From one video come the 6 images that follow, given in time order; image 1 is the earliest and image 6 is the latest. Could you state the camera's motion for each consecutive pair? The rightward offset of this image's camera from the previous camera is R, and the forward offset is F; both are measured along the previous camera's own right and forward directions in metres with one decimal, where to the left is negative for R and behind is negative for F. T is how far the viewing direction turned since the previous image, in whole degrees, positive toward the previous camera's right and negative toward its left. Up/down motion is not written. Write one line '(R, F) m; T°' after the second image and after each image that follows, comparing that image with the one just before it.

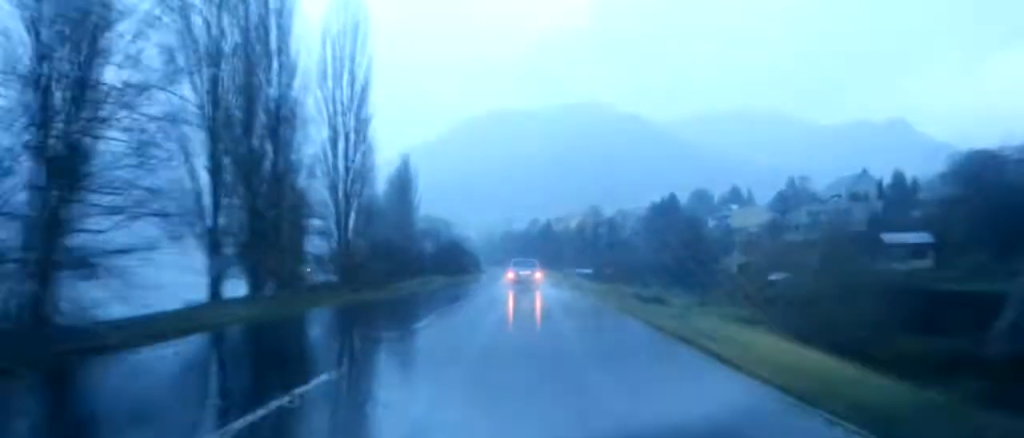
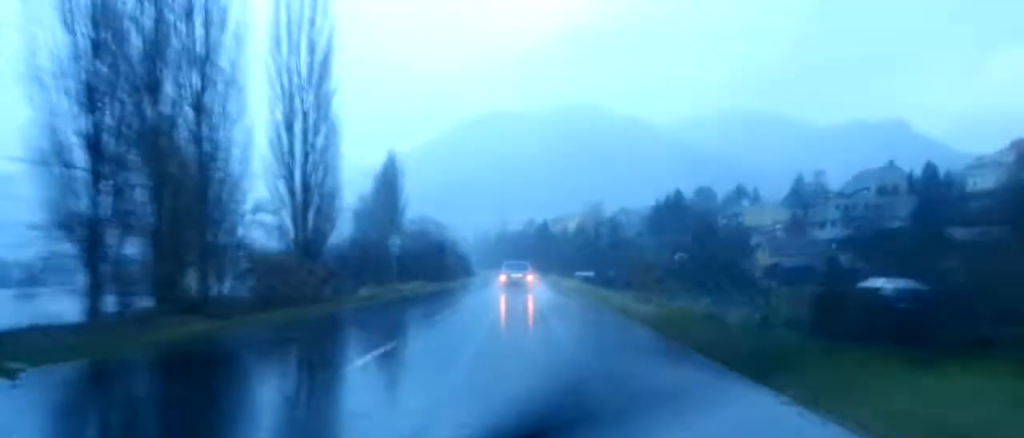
(+0.1, +14.0) m; 0°
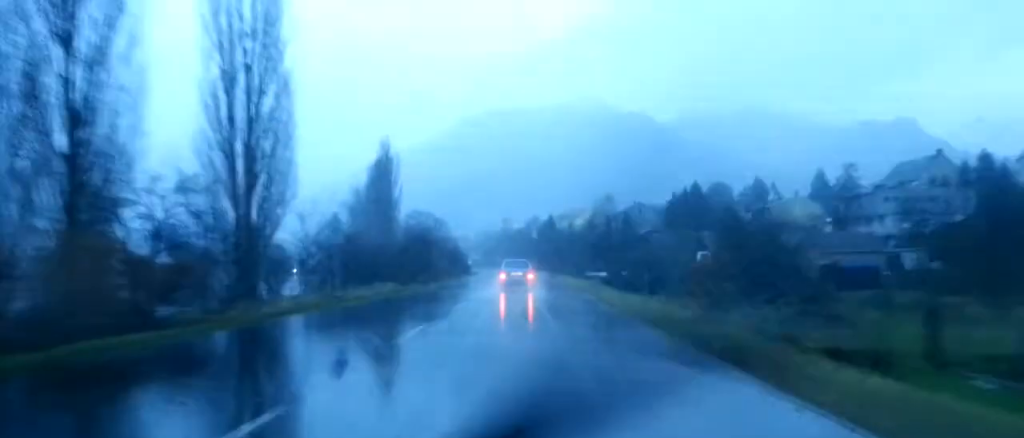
(0.0, +15.2) m; -1°
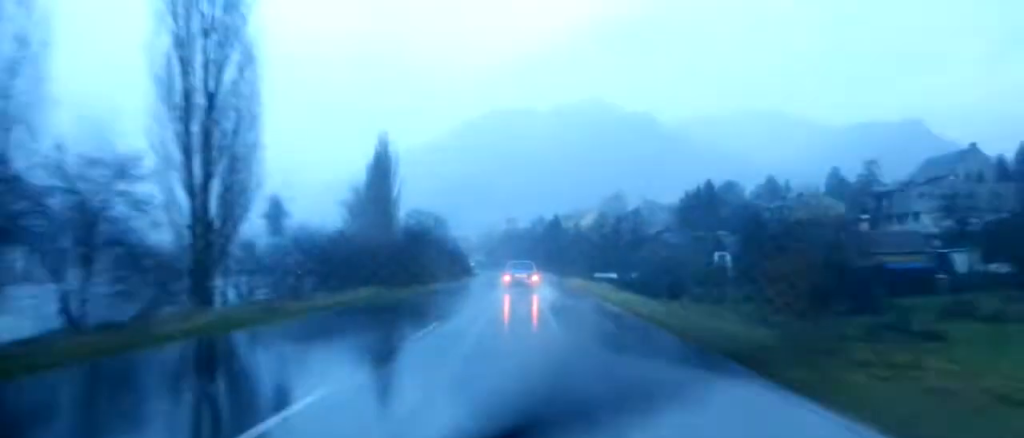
(-0.1, +8.2) m; 0°
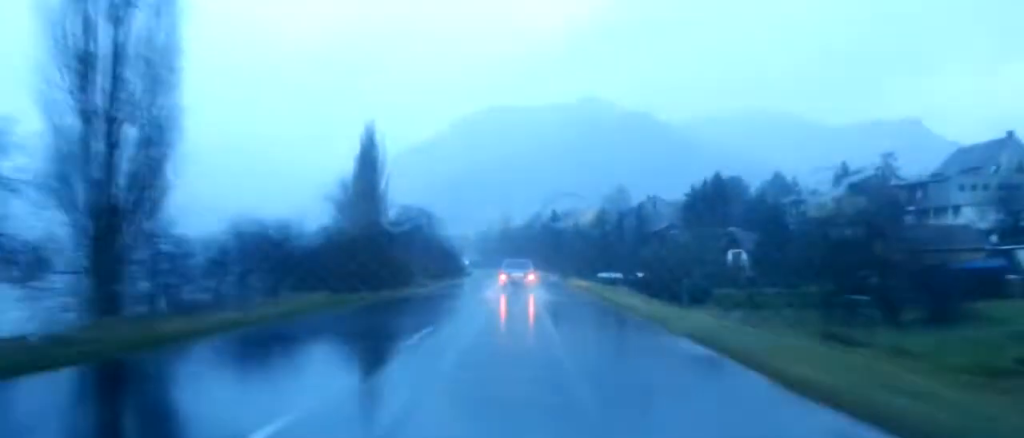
(-0.1, +10.5) m; 0°
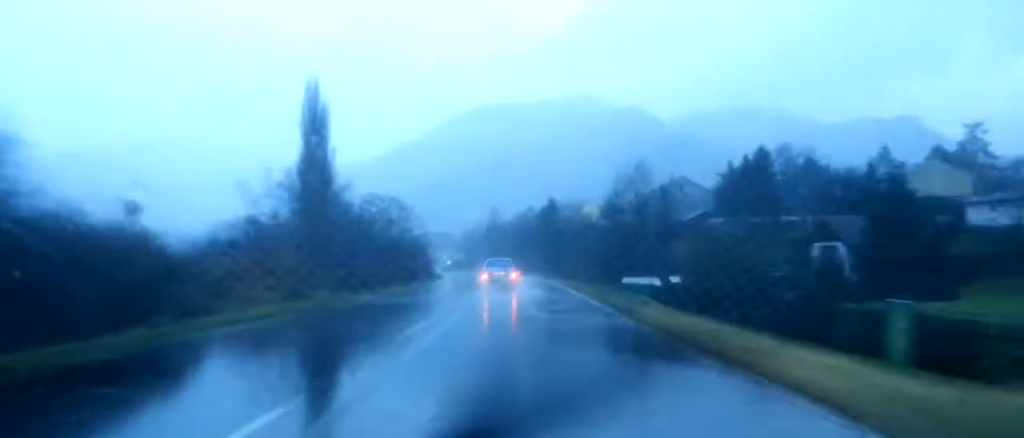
(+0.4, +35.4) m; +1°
